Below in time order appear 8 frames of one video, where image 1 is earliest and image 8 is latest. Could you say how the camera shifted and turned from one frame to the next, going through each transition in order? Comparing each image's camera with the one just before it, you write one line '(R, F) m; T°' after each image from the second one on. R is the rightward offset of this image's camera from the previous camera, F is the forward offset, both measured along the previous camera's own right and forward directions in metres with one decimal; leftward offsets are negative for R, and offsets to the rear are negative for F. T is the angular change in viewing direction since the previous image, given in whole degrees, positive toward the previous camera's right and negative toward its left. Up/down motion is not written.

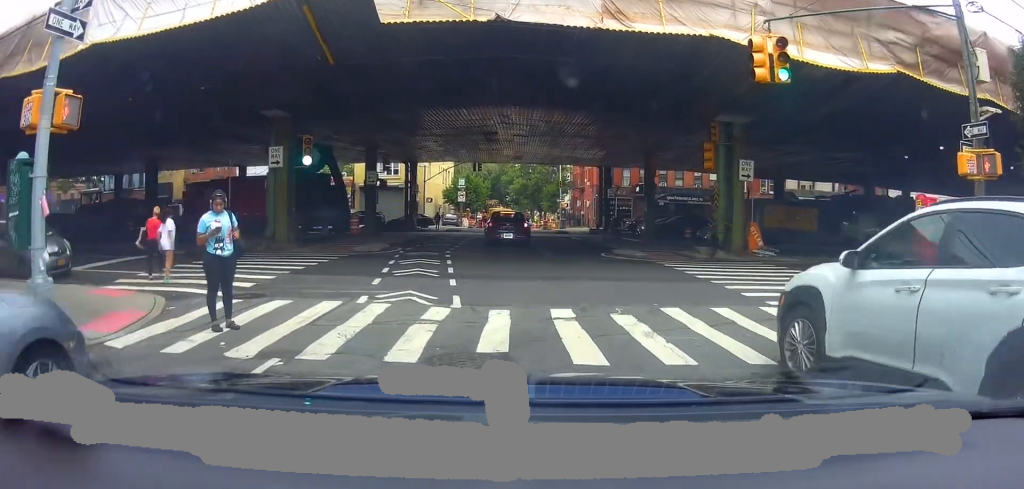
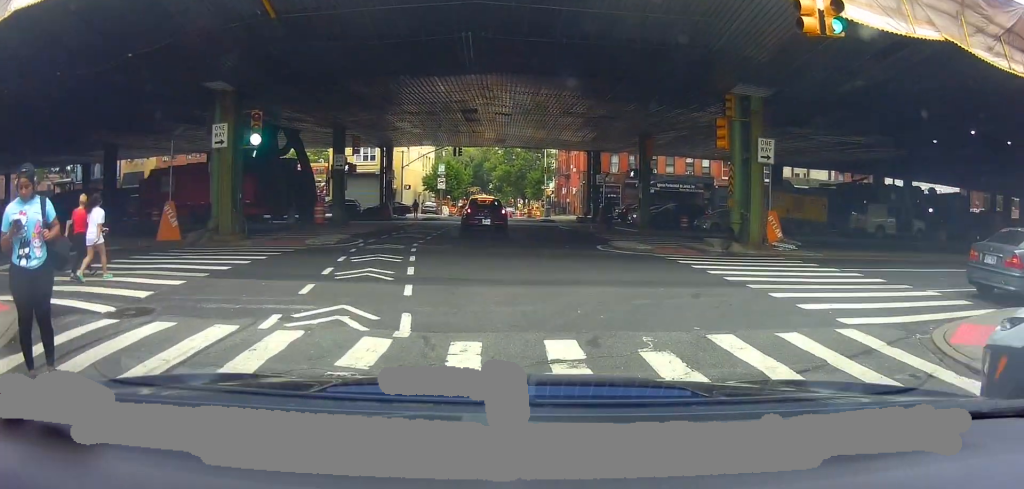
(-0.2, +3.0) m; -2°
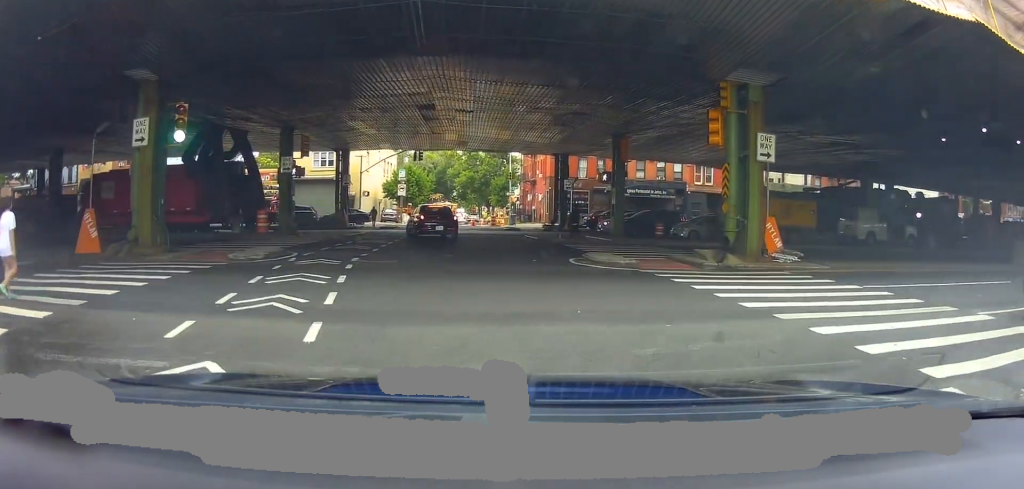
(+0.1, +2.5) m; +6°
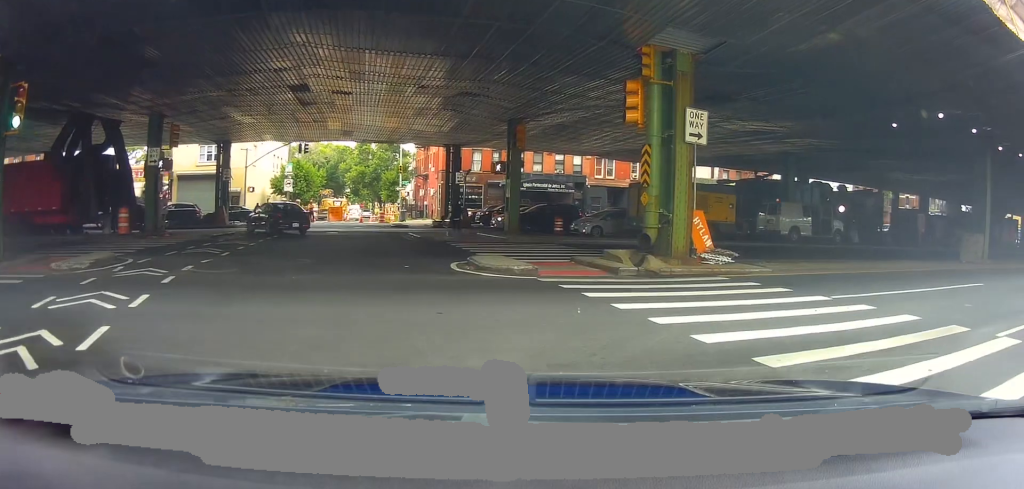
(+0.3, +3.3) m; +16°
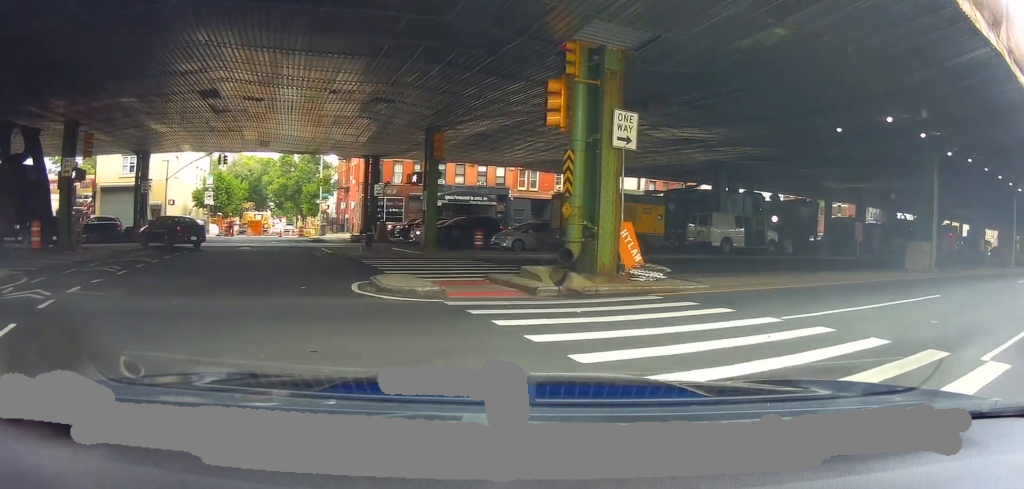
(+0.1, +1.2) m; +9°
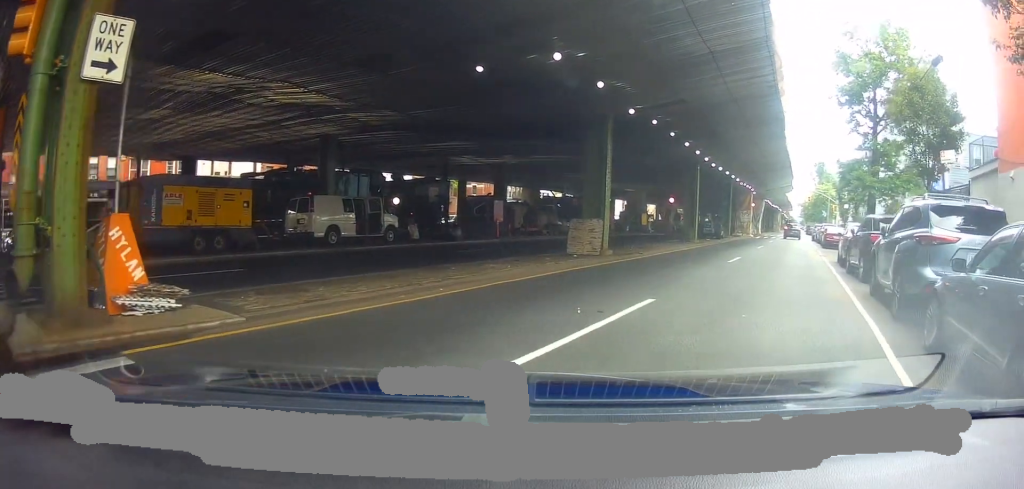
(+1.8, +4.2) m; +48°
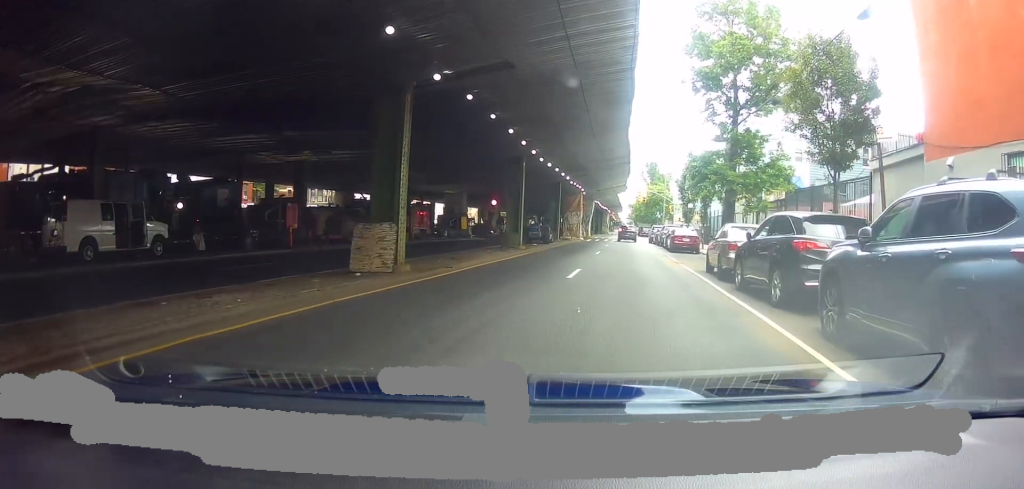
(+1.0, +4.3) m; +13°
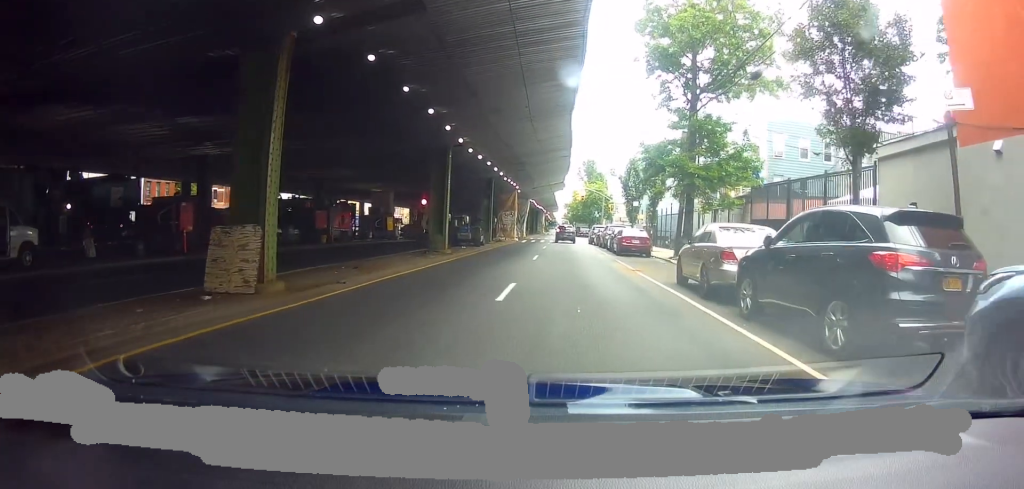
(0.0, +3.5) m; 0°
